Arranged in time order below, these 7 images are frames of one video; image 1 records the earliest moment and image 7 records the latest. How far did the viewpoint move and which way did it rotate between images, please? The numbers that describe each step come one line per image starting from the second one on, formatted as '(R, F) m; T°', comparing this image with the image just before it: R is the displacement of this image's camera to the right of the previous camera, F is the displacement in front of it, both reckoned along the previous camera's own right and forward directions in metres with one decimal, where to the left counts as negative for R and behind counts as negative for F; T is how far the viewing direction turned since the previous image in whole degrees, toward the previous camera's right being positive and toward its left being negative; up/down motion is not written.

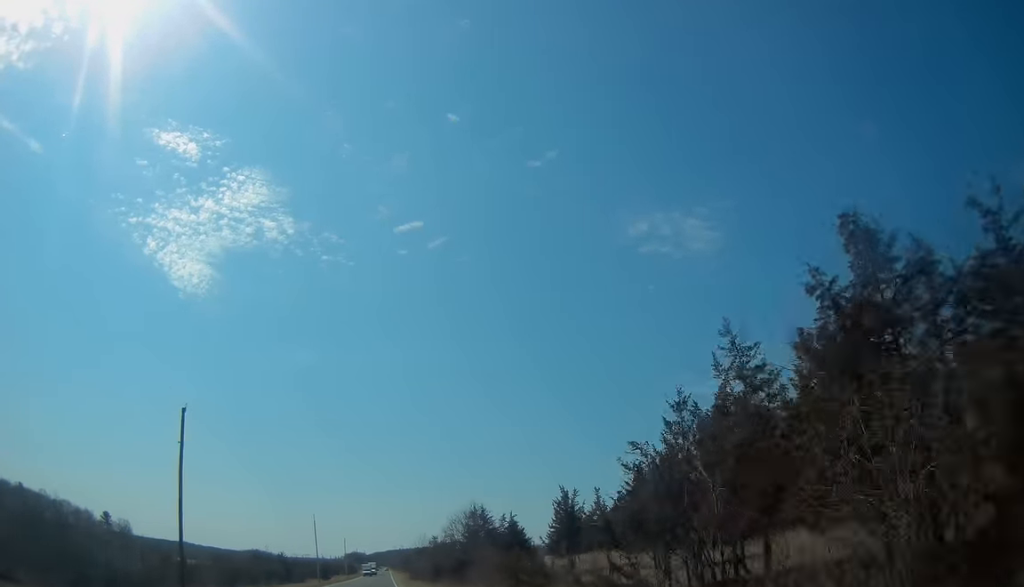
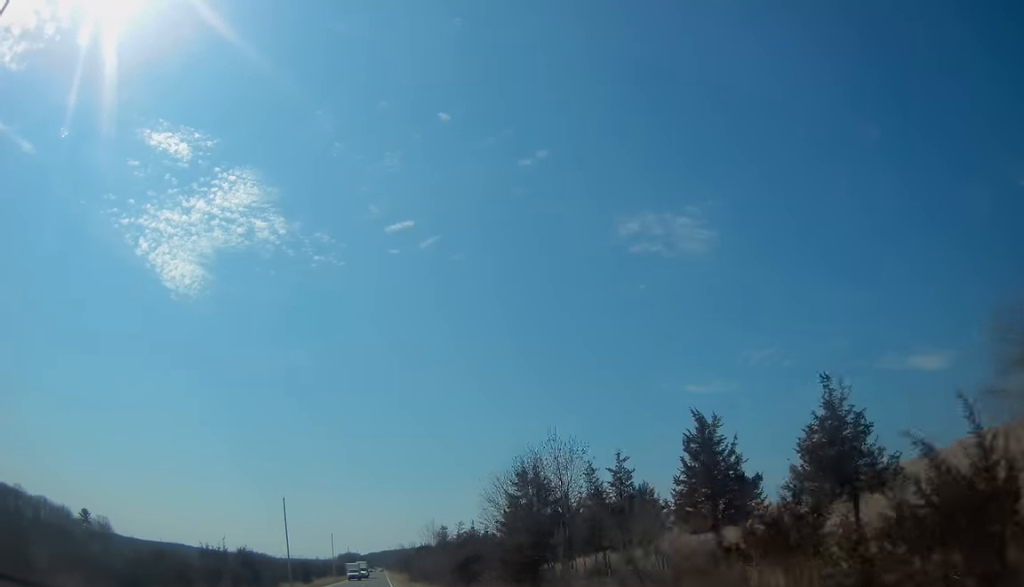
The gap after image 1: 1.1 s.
(0.0, +29.0) m; 0°
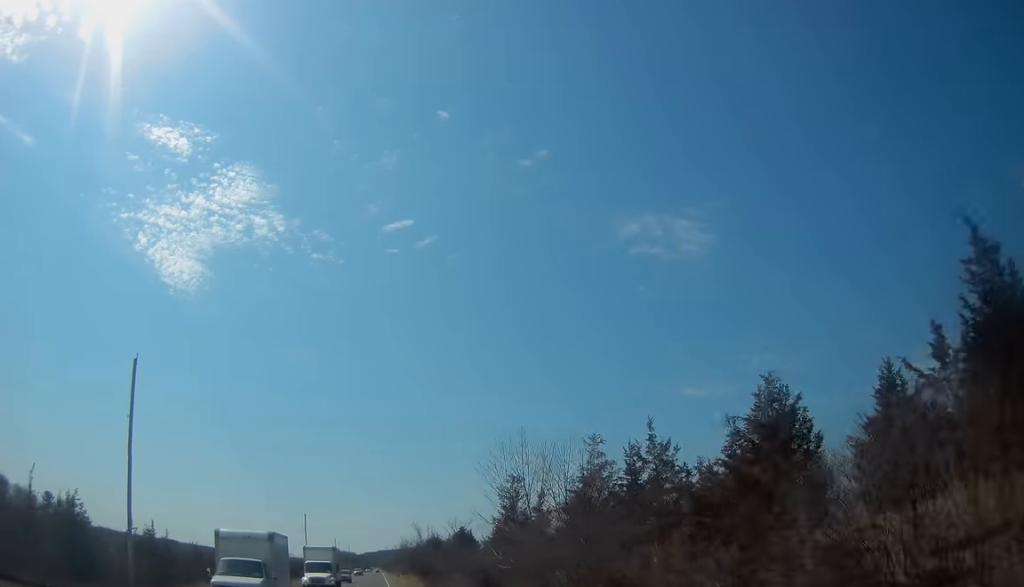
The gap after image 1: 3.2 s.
(0.0, +51.9) m; 0°
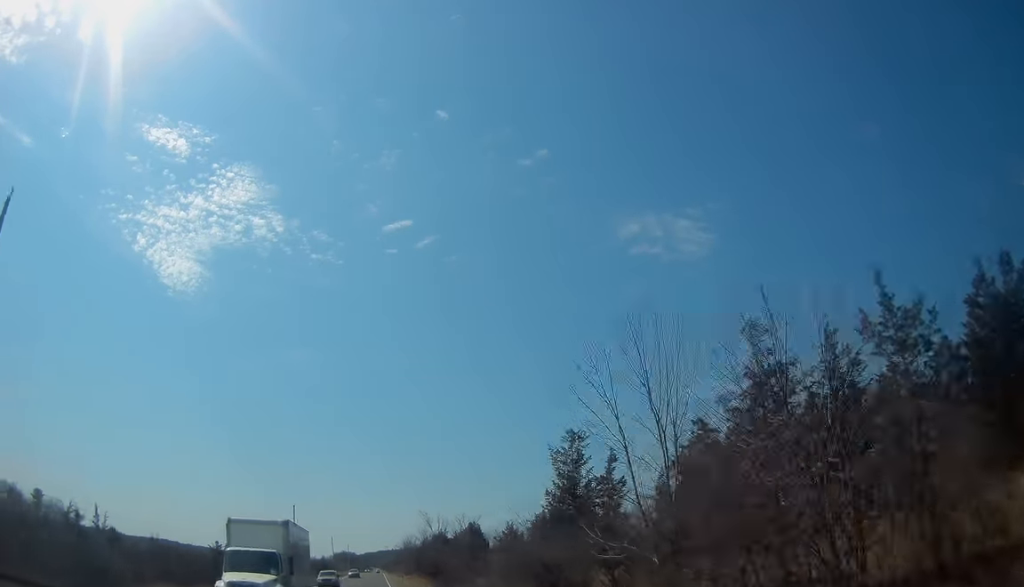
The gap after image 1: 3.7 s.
(0.0, +14.4) m; 0°
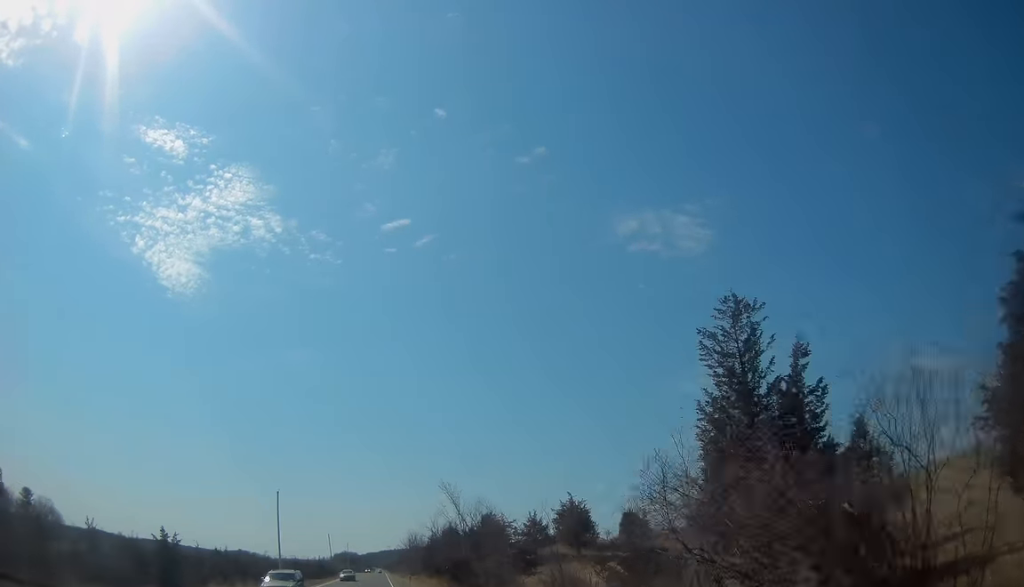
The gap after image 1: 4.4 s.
(0.0, +16.0) m; 0°
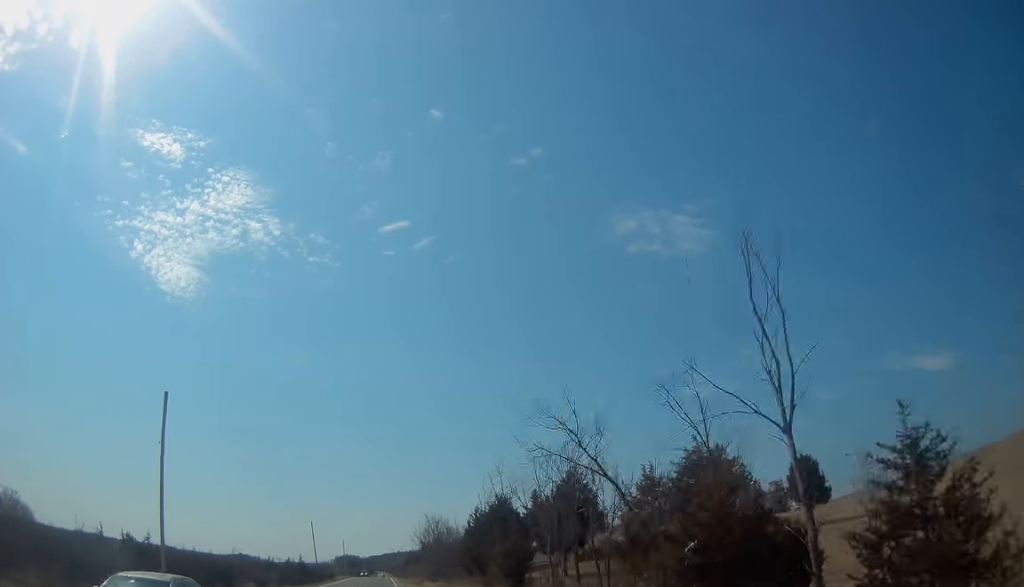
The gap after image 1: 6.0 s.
(0.0, +41.6) m; 0°
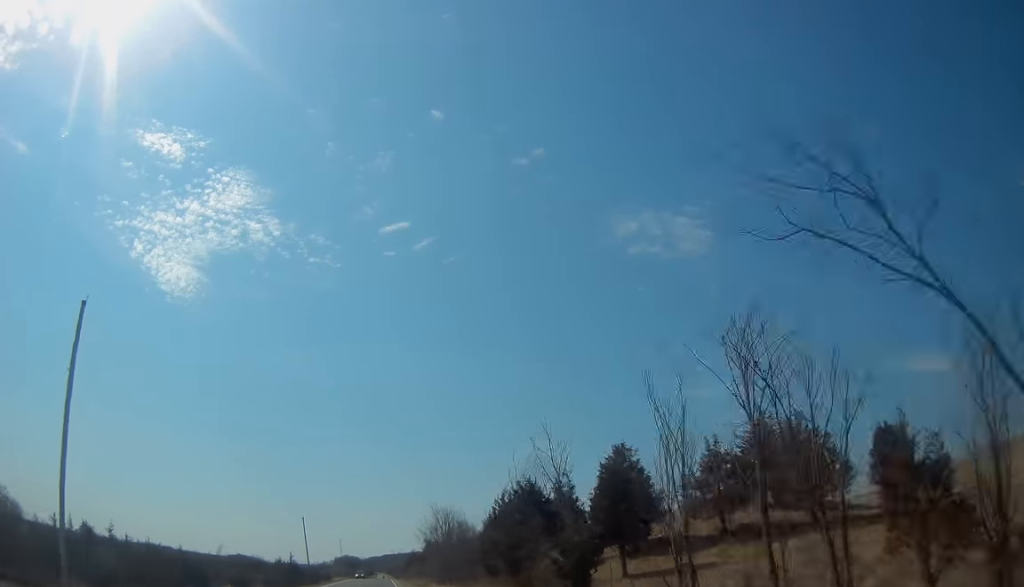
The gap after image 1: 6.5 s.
(0.0, +11.5) m; 0°
